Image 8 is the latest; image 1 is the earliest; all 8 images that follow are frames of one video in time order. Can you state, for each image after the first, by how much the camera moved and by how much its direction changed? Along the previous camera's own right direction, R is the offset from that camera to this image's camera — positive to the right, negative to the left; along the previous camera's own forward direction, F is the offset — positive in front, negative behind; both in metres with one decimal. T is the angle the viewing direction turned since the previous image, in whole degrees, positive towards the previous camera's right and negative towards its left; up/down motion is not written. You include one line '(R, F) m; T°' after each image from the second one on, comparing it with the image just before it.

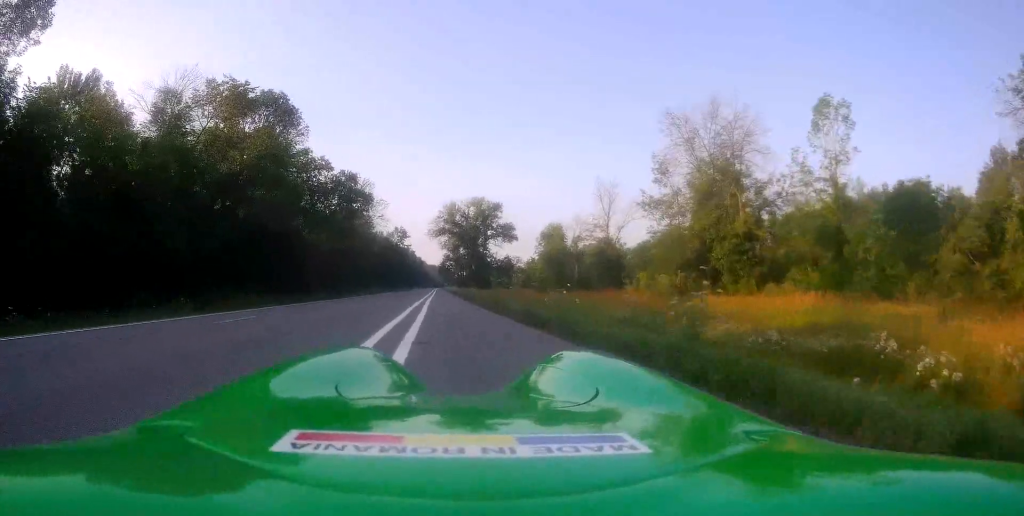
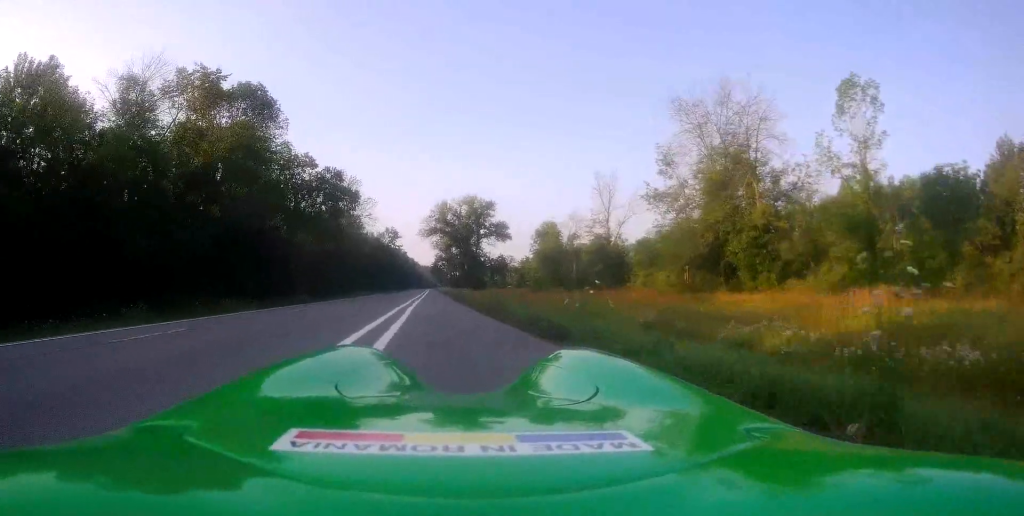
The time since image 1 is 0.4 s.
(+0.1, +3.7) m; +1°
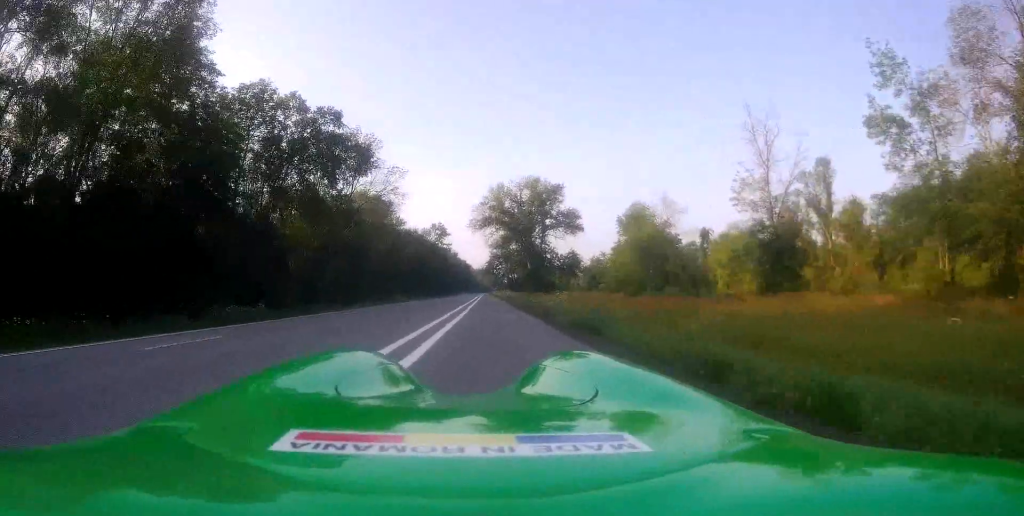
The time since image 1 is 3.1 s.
(-1.1, +24.2) m; -3°
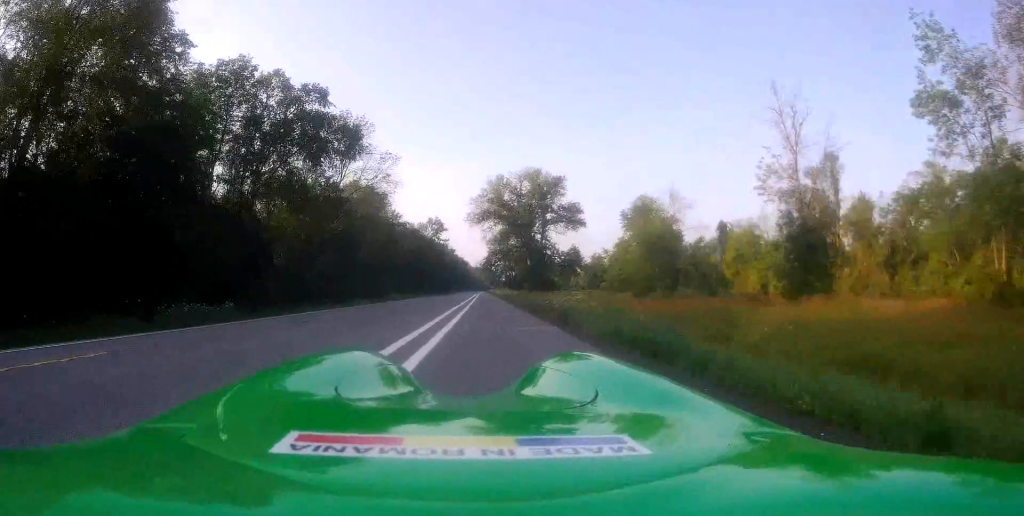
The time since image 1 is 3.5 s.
(-0.1, +3.9) m; +1°
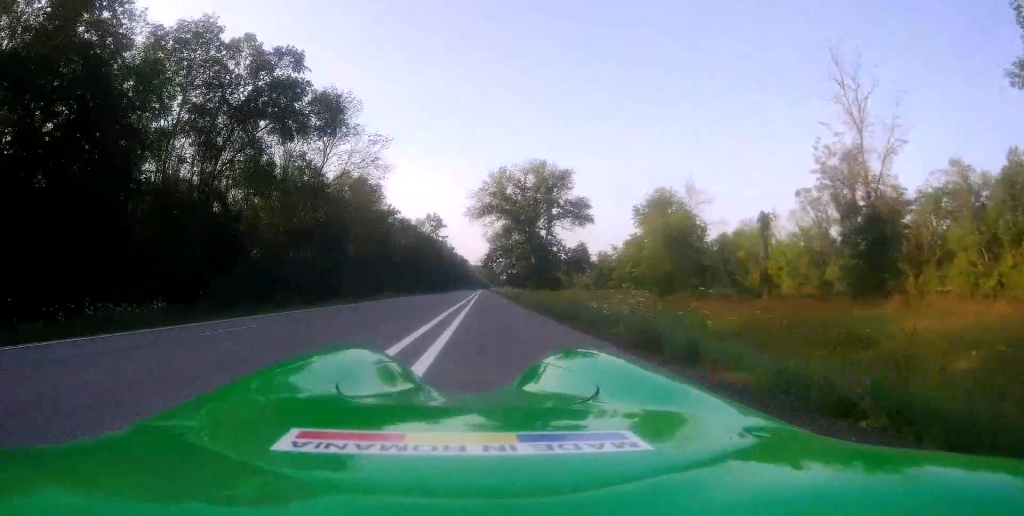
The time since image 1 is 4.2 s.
(+0.3, +6.9) m; 0°
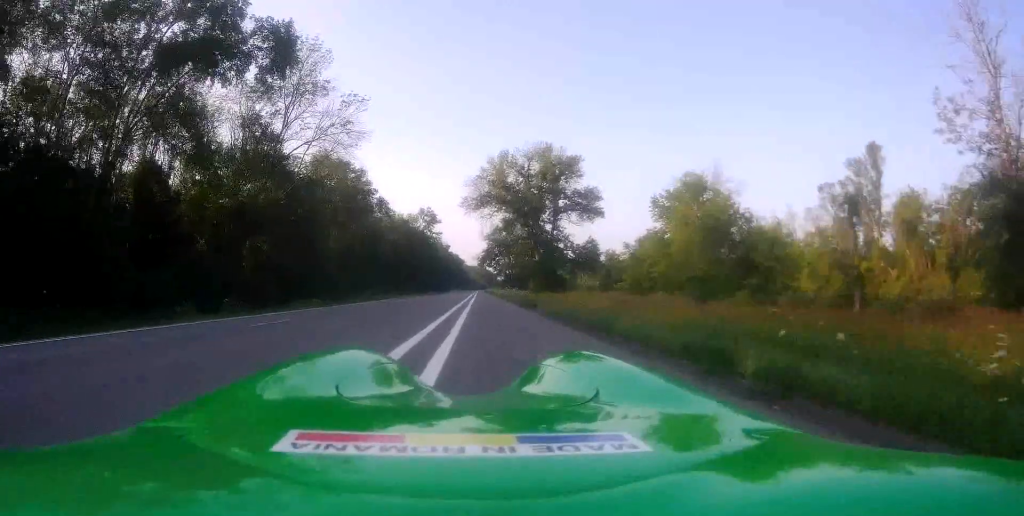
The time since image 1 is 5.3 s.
(-0.2, +9.7) m; 0°
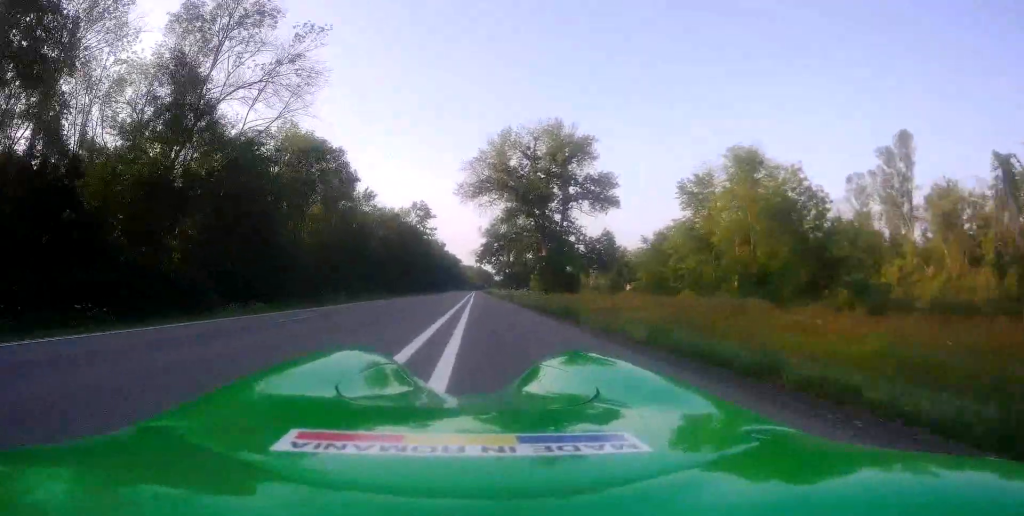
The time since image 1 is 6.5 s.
(+0.3, +10.7) m; +3°
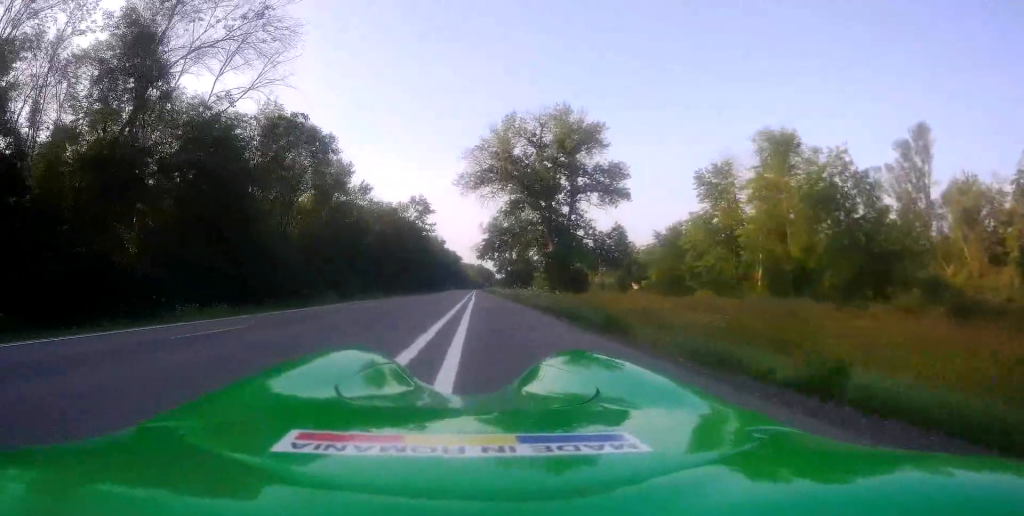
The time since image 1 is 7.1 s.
(0.0, +4.7) m; -2°
